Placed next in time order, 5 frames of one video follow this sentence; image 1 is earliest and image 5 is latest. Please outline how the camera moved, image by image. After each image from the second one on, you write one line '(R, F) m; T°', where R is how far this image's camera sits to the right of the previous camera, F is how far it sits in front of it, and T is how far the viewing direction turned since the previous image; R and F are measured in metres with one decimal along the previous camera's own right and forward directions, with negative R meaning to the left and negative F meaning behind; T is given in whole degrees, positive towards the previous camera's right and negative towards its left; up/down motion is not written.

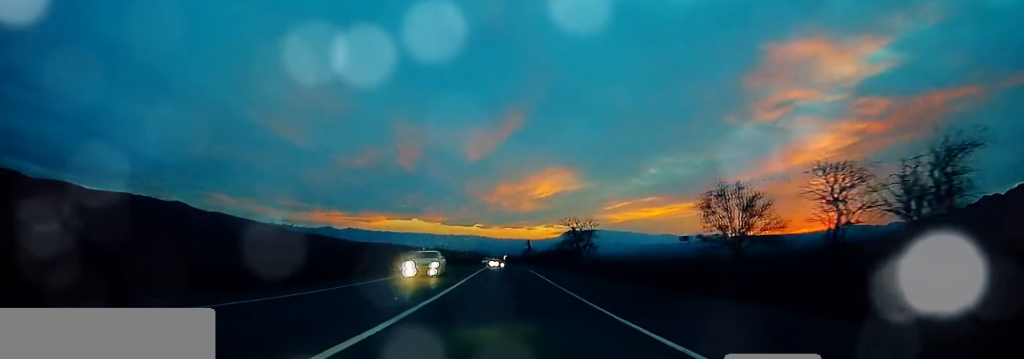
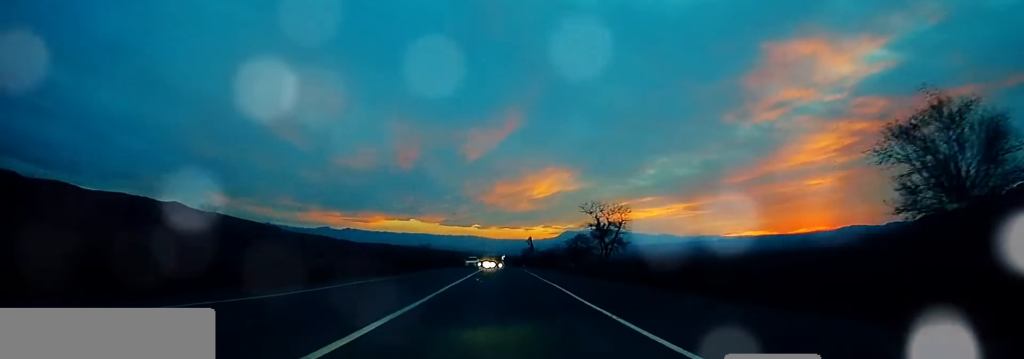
(+0.1, +20.3) m; +1°
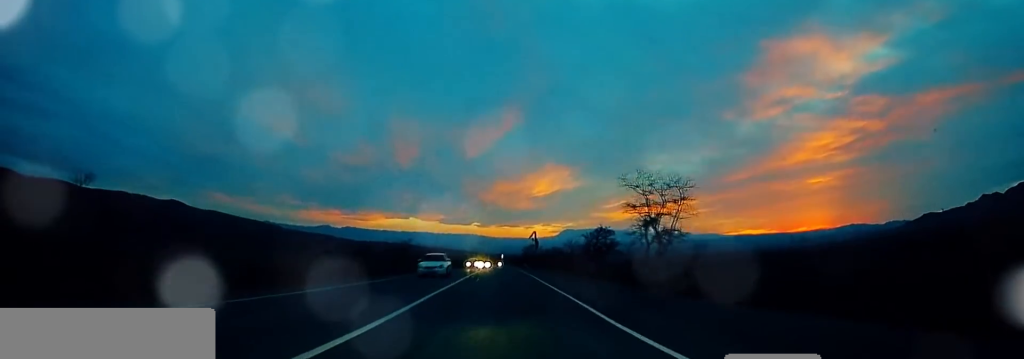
(+0.1, +19.4) m; 0°
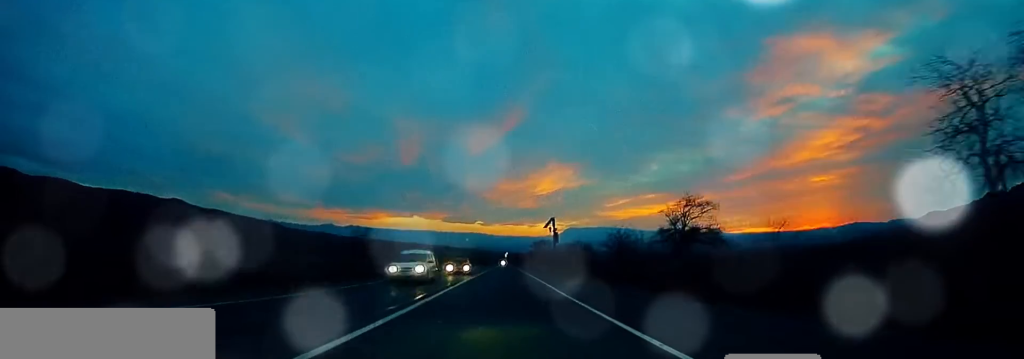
(-0.1, +32.0) m; 0°
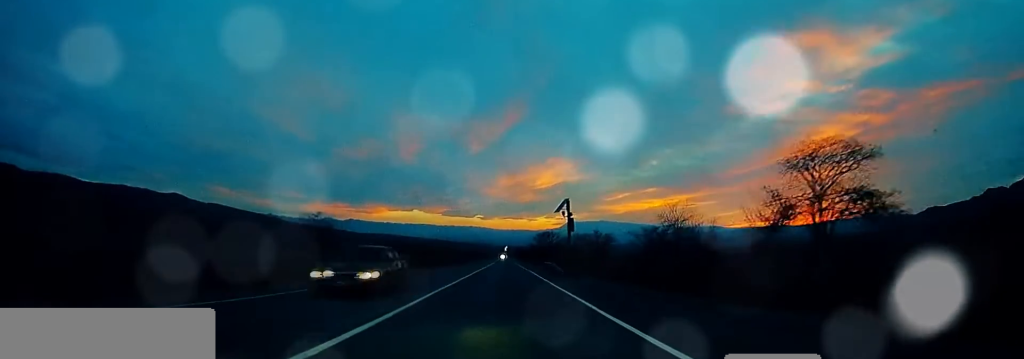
(-0.1, +17.8) m; 0°
